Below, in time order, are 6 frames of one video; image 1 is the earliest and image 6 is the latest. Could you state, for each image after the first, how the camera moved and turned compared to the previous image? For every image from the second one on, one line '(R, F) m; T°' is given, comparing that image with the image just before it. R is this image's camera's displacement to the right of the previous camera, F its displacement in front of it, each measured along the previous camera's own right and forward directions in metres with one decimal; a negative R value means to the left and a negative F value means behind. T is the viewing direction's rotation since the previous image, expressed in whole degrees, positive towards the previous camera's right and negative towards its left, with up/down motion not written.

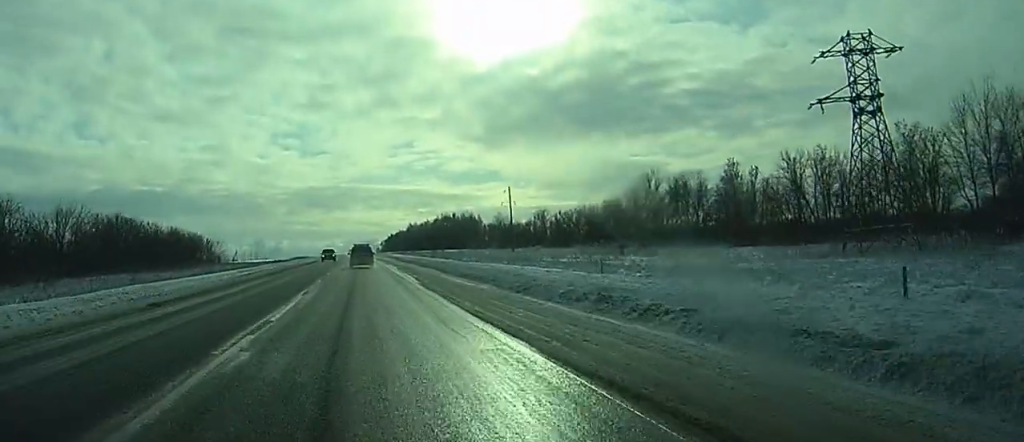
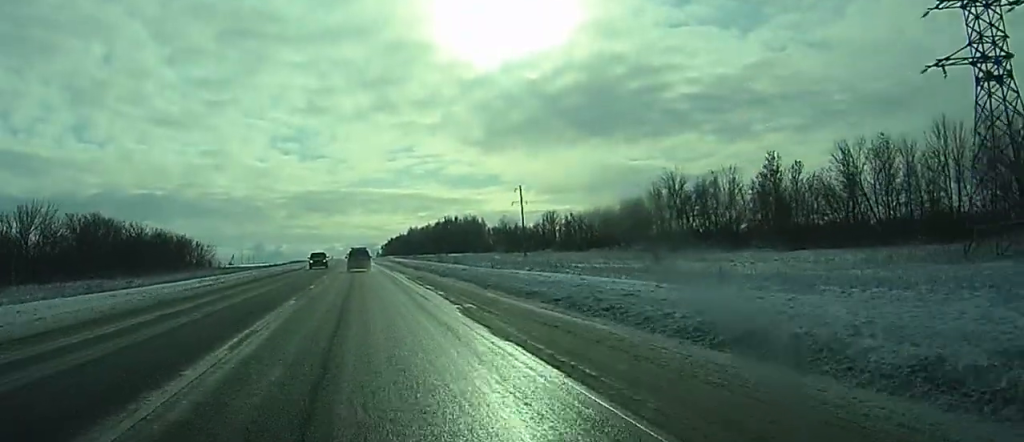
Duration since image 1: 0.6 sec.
(-0.1, +13.5) m; 0°
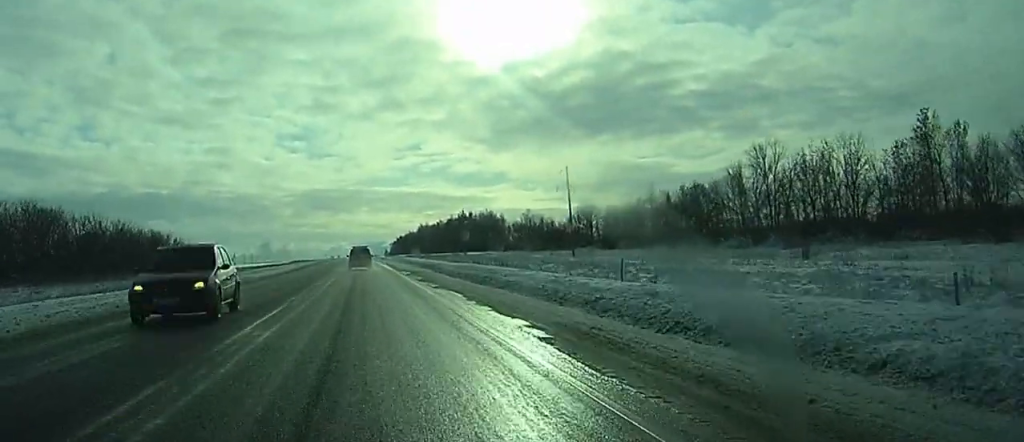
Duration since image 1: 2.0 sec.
(+0.1, +33.9) m; 0°
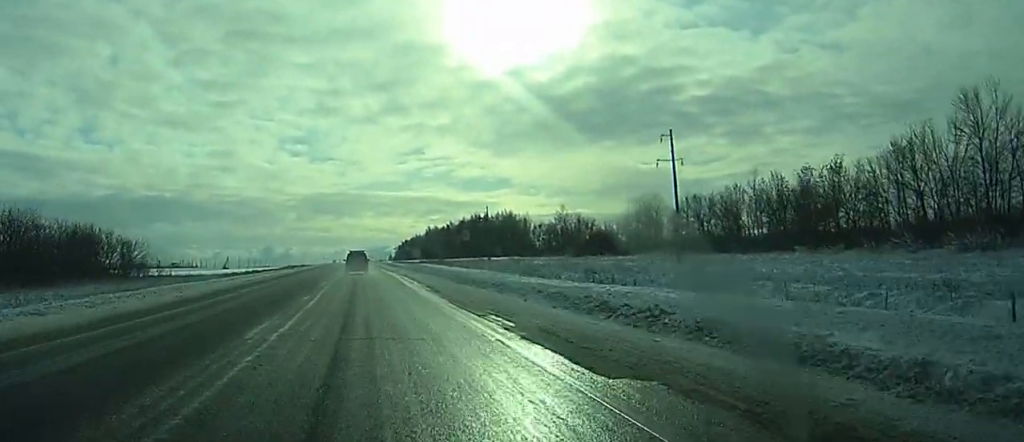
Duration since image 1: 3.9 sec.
(-0.1, +46.3) m; 0°
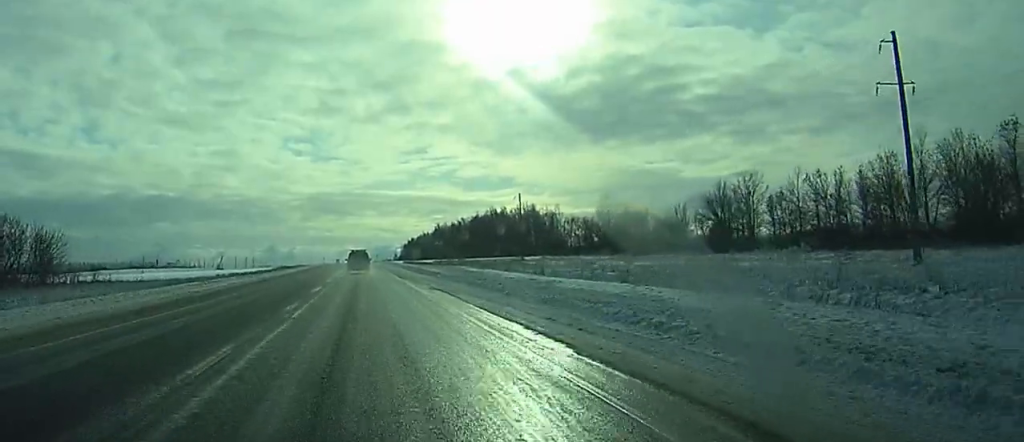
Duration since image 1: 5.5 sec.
(+0.2, +40.6) m; +1°
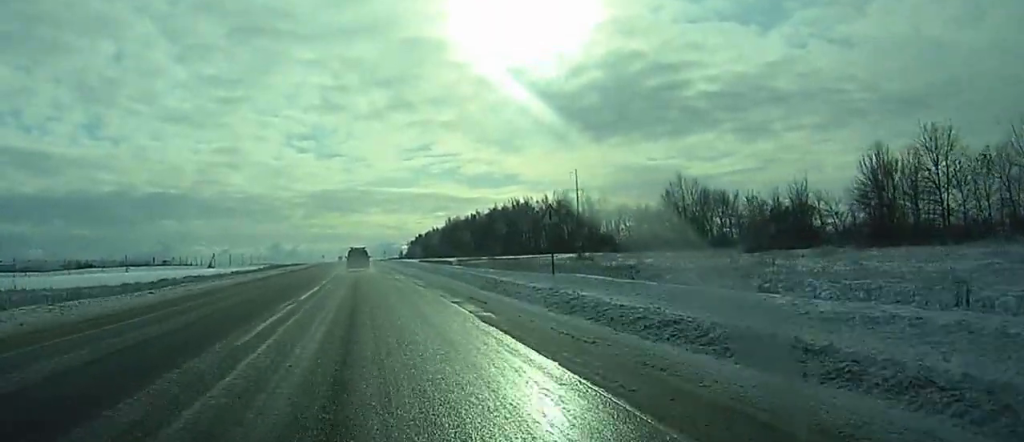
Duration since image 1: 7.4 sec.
(-1.5, +45.1) m; -3°
